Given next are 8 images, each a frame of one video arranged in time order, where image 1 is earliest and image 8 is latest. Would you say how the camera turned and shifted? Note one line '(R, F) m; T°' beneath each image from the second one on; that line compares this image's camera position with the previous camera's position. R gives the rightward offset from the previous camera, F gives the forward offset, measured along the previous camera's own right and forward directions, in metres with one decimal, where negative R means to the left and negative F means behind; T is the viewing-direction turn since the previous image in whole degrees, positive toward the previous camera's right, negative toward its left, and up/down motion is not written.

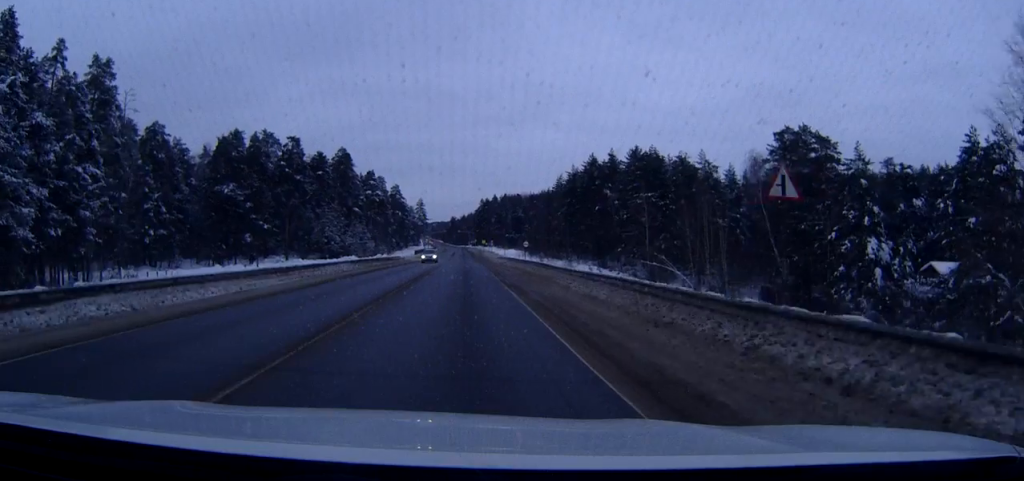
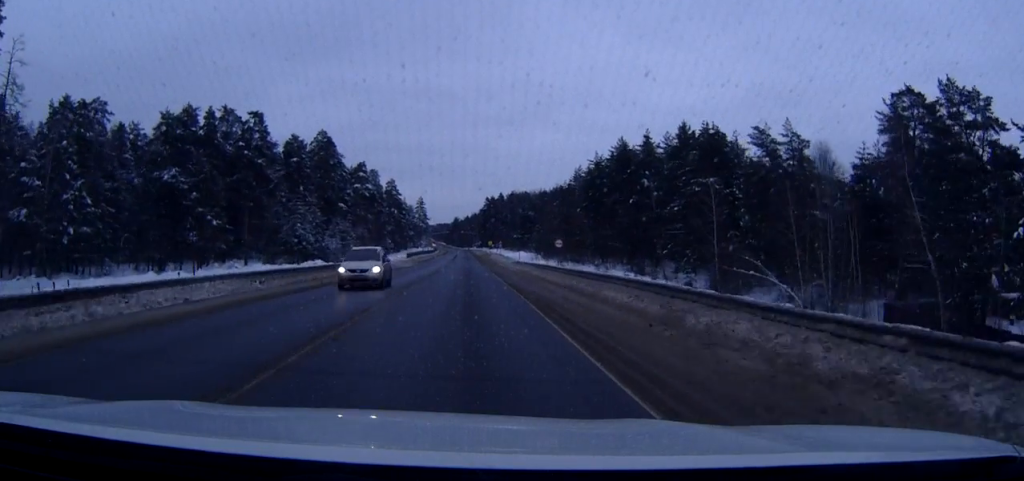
(-0.1, +28.8) m; 0°
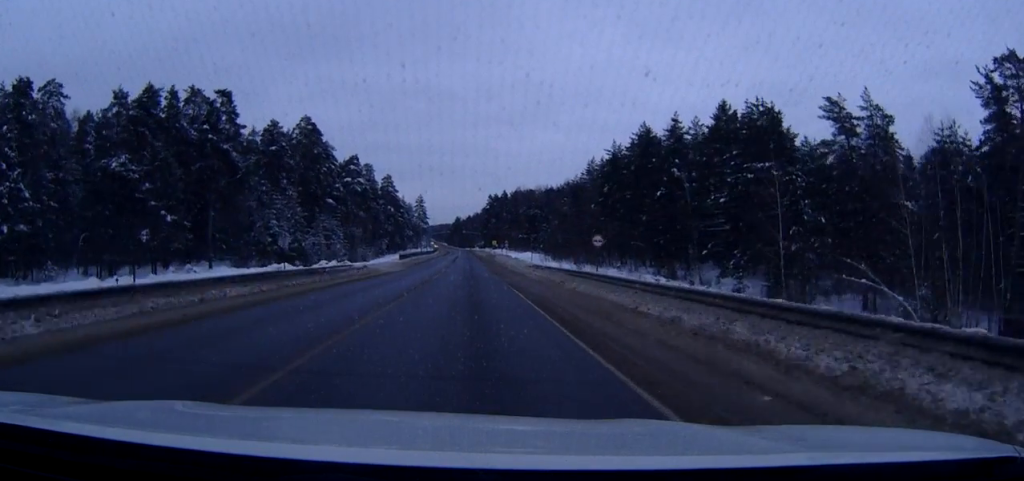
(0.0, +17.0) m; 0°
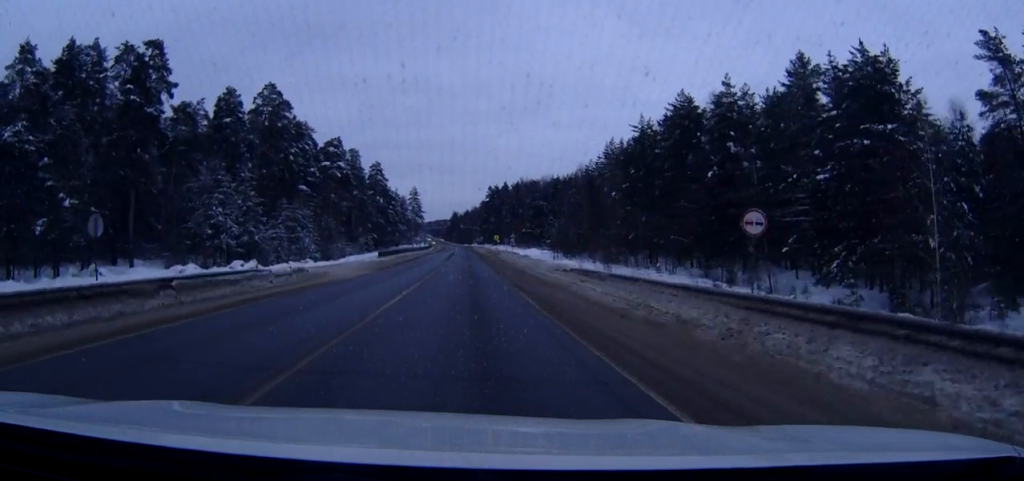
(-0.1, +23.8) m; 0°
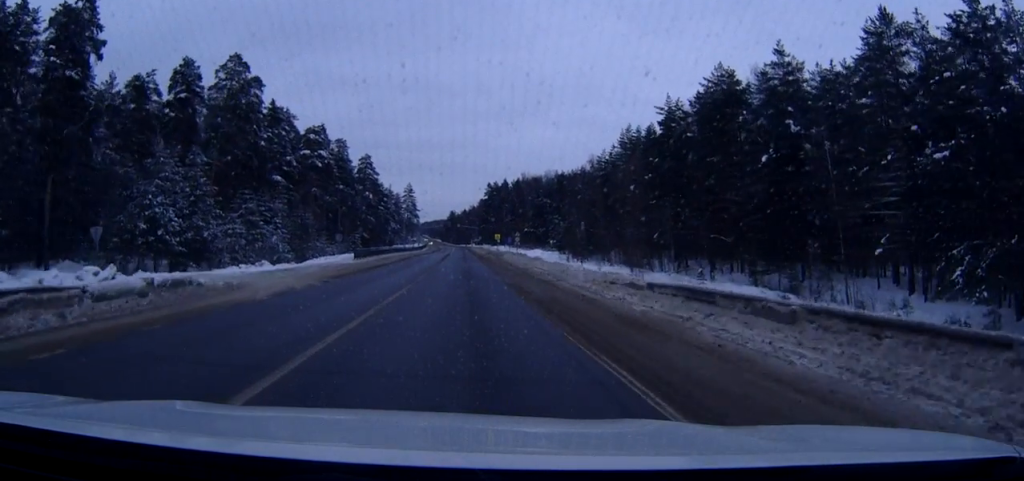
(0.0, +16.7) m; 0°
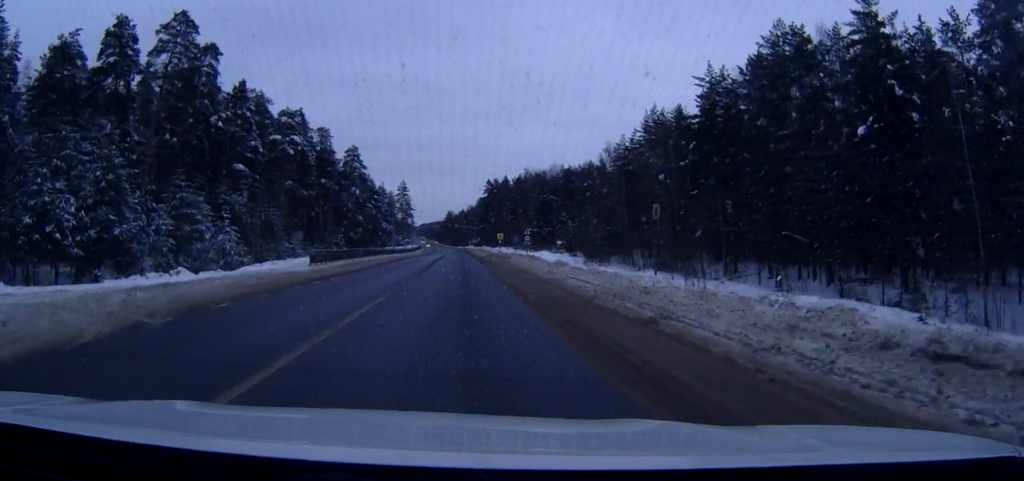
(+0.1, +18.9) m; 0°
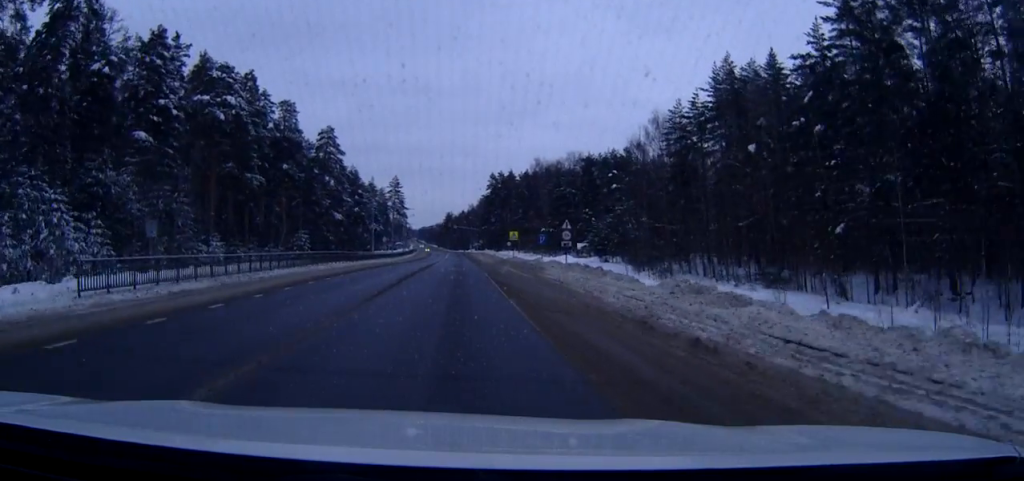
(0.0, +31.7) m; 0°
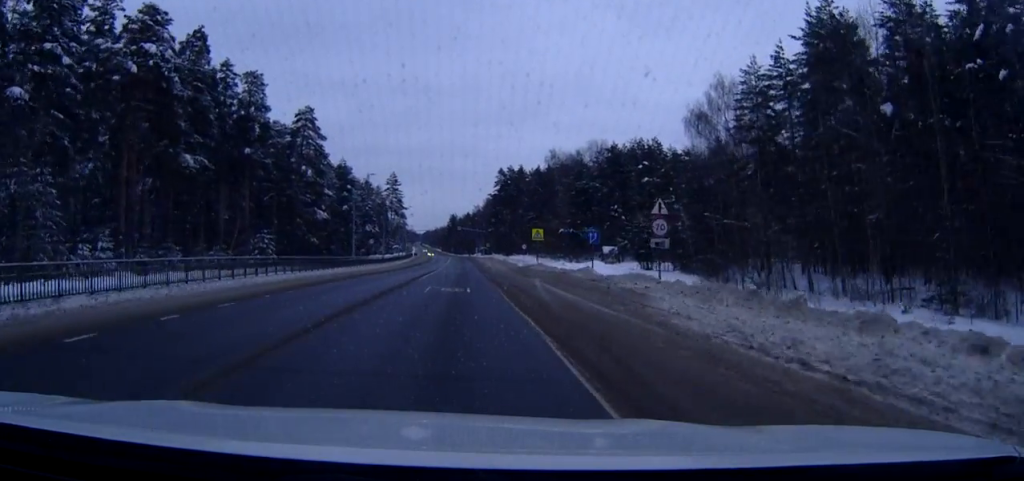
(+0.1, +23.0) m; 0°
